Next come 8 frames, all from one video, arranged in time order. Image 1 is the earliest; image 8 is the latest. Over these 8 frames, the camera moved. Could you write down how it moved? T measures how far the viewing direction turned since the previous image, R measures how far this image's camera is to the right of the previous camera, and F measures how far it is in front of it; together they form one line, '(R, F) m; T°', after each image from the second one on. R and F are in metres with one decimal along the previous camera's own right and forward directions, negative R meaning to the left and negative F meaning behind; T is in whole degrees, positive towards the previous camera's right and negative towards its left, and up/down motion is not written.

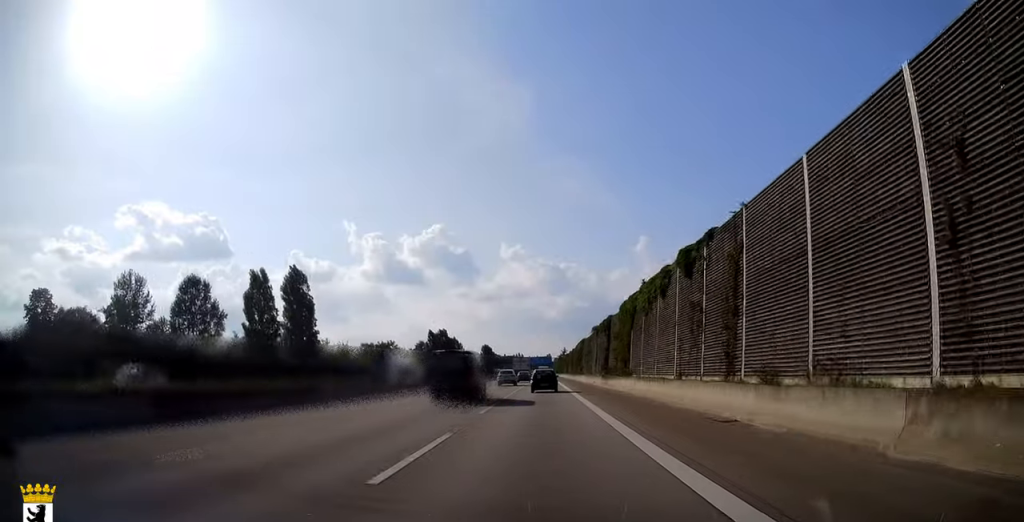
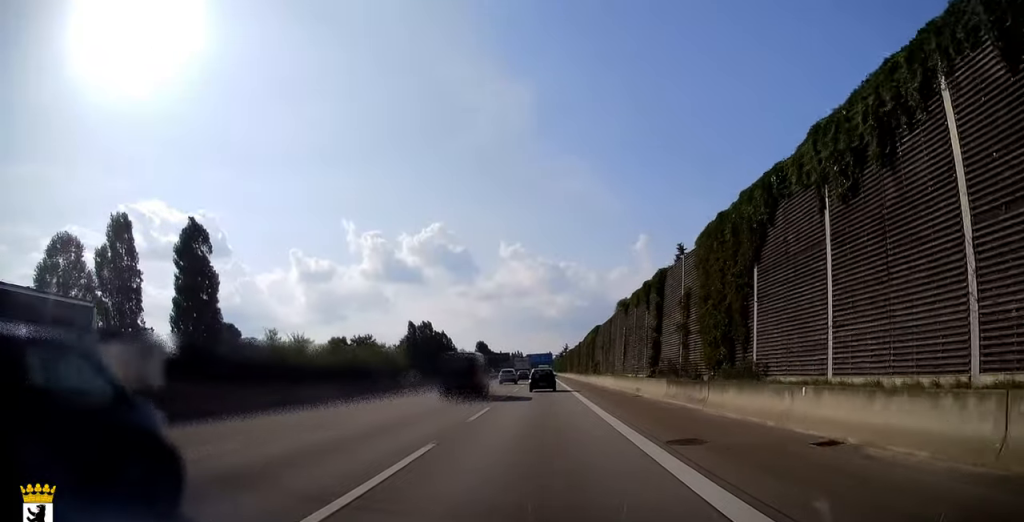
(0.0, +26.0) m; 0°
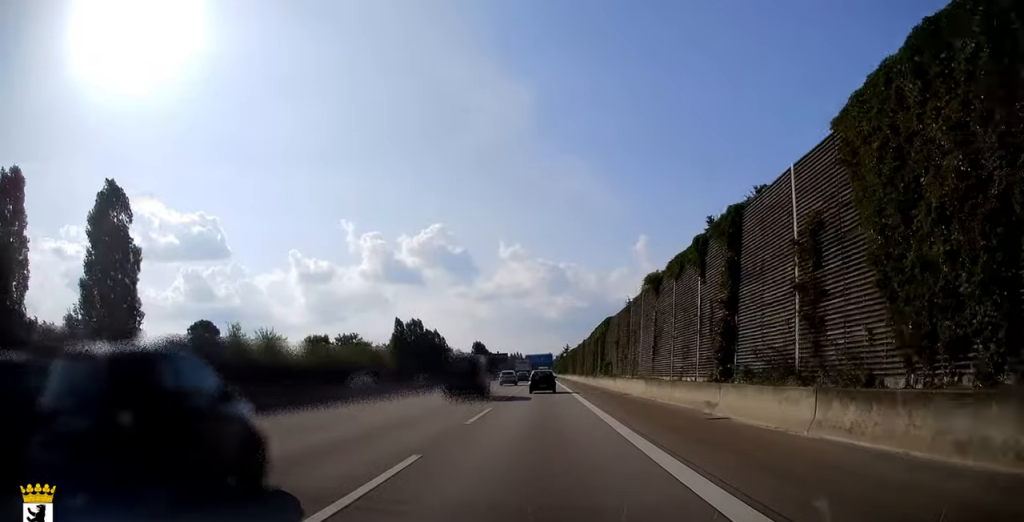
(-0.1, +12.8) m; 0°
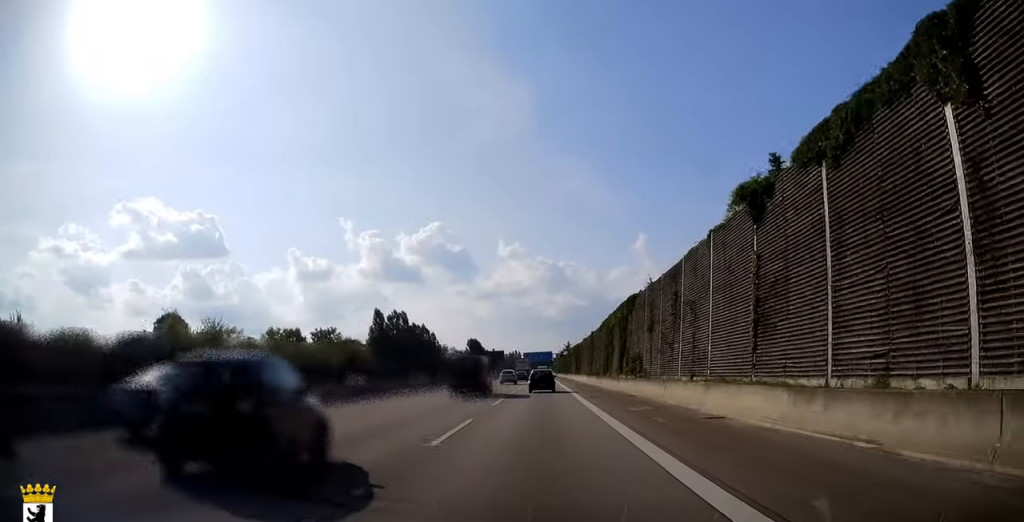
(+0.1, +17.2) m; 0°
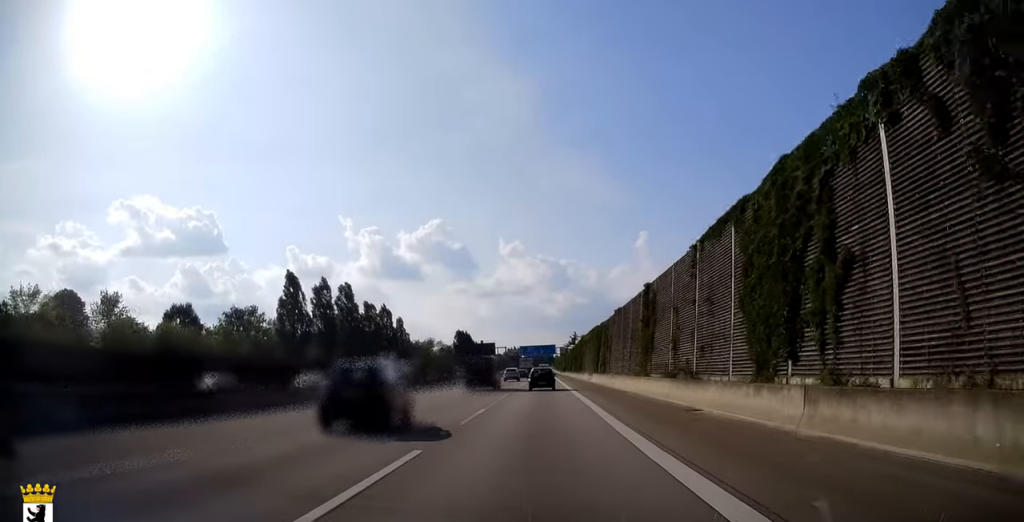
(-0.1, +42.6) m; 0°
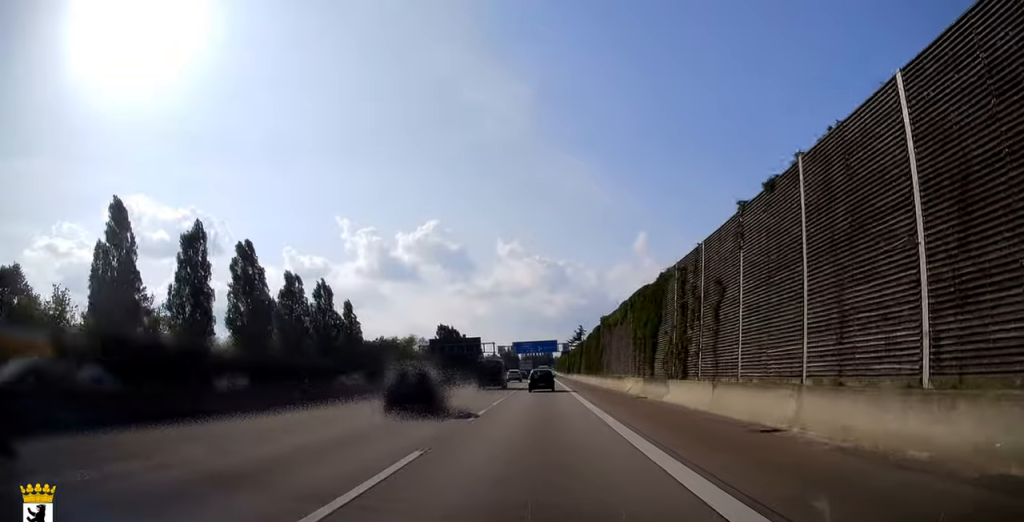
(0.0, +36.4) m; 0°
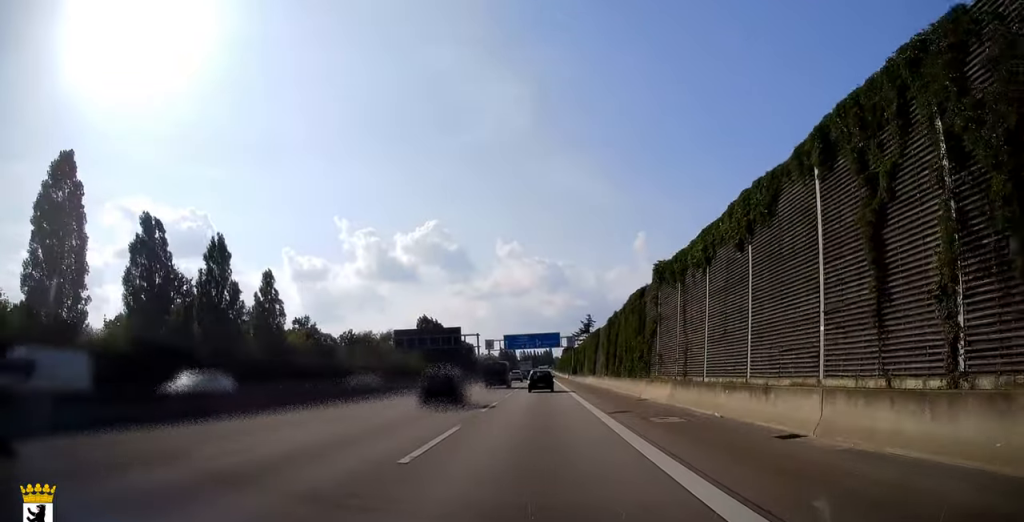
(0.0, +30.6) m; 0°
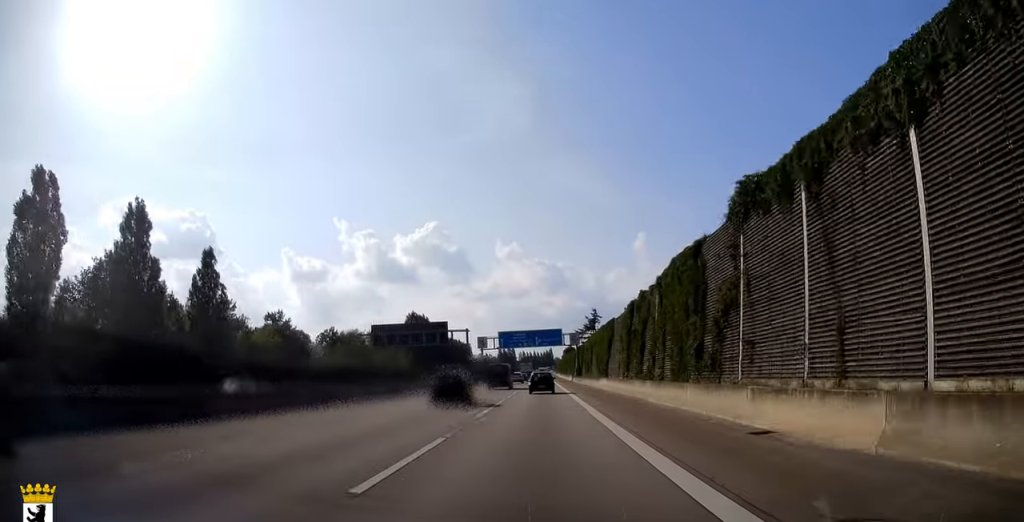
(-0.1, +14.3) m; 0°
